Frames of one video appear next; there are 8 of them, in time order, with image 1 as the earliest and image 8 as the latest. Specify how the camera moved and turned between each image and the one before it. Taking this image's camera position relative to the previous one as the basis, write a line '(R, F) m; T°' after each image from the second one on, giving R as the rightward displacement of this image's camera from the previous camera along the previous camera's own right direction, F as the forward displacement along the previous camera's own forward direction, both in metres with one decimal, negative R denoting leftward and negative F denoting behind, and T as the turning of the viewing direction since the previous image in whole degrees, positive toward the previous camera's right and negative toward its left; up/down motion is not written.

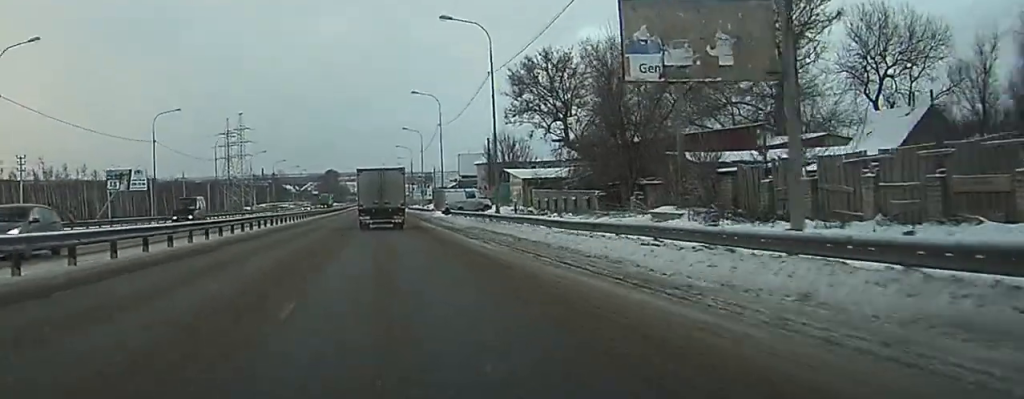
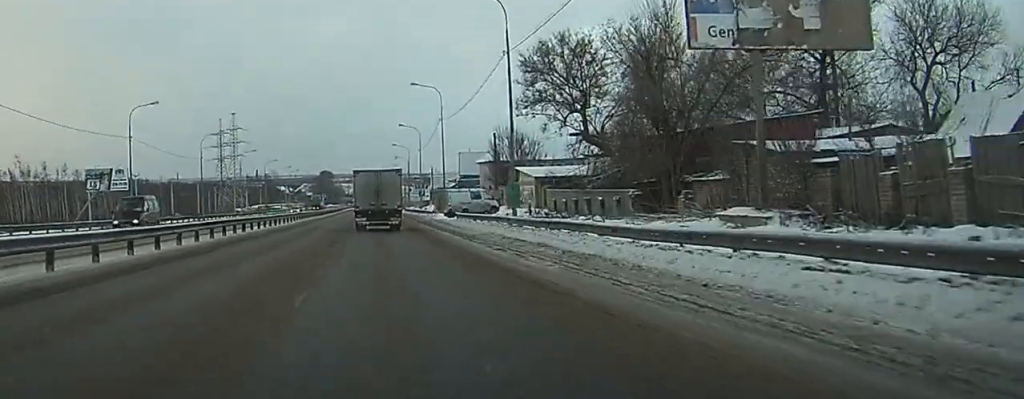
(0.0, +7.4) m; 0°
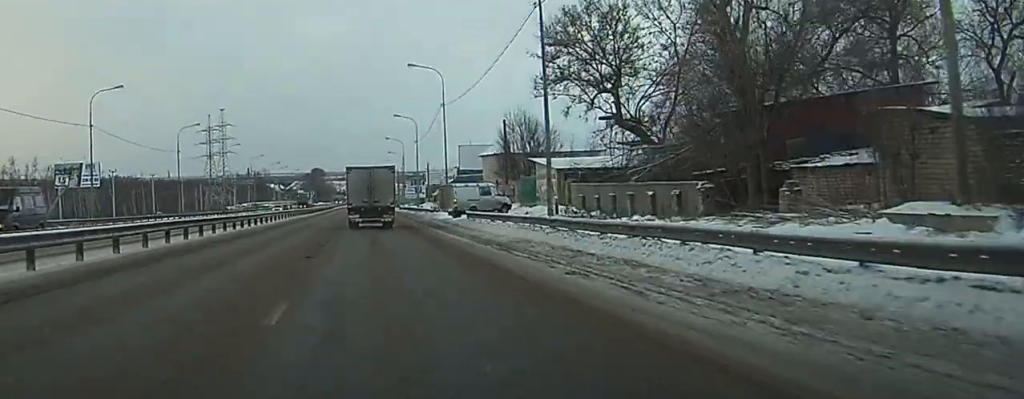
(0.0, +9.8) m; 0°
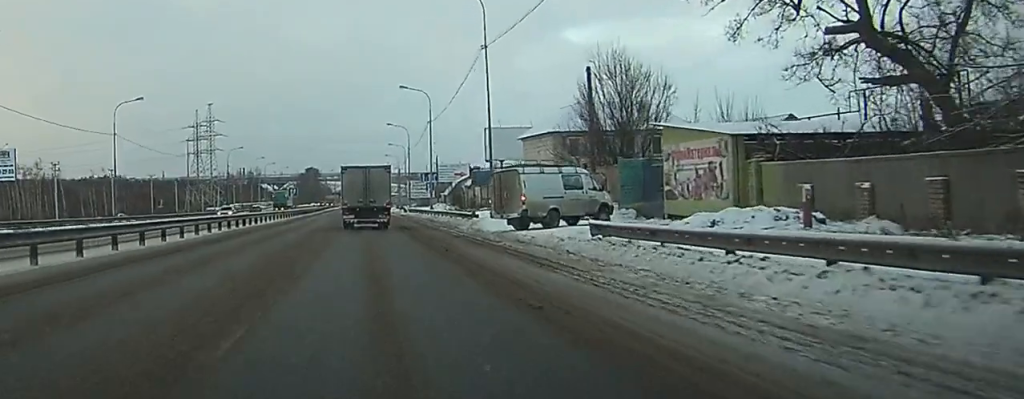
(0.0, +27.0) m; -1°
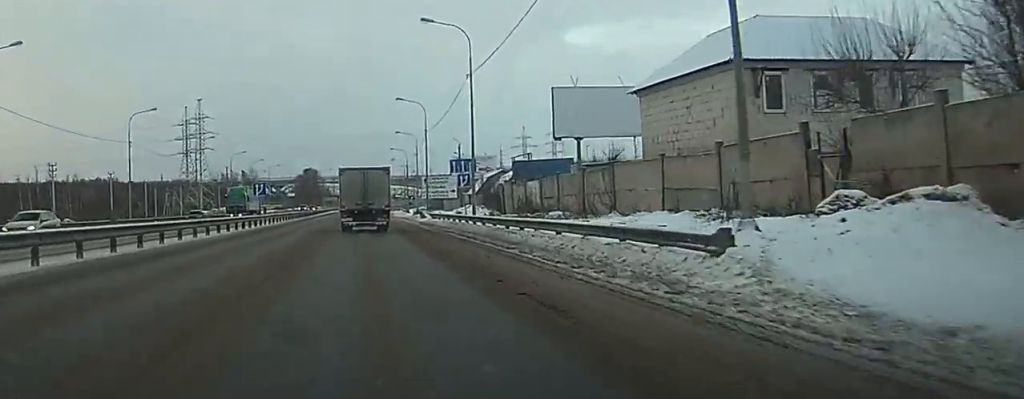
(+0.3, +30.0) m; +2°
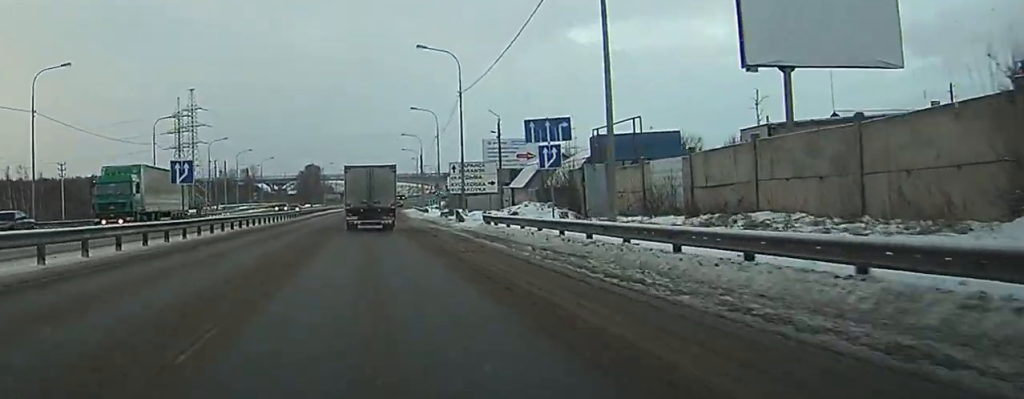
(+0.3, +27.0) m; +1°
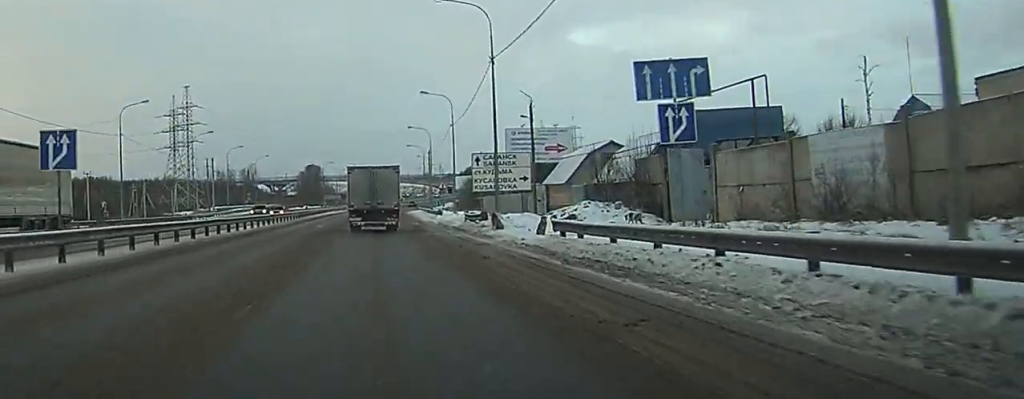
(0.0, +13.9) m; 0°
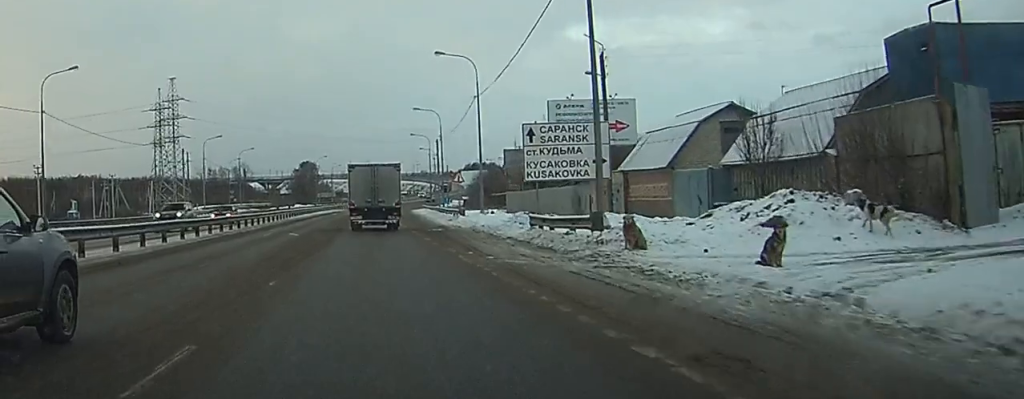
(+0.2, +19.6) m; 0°
